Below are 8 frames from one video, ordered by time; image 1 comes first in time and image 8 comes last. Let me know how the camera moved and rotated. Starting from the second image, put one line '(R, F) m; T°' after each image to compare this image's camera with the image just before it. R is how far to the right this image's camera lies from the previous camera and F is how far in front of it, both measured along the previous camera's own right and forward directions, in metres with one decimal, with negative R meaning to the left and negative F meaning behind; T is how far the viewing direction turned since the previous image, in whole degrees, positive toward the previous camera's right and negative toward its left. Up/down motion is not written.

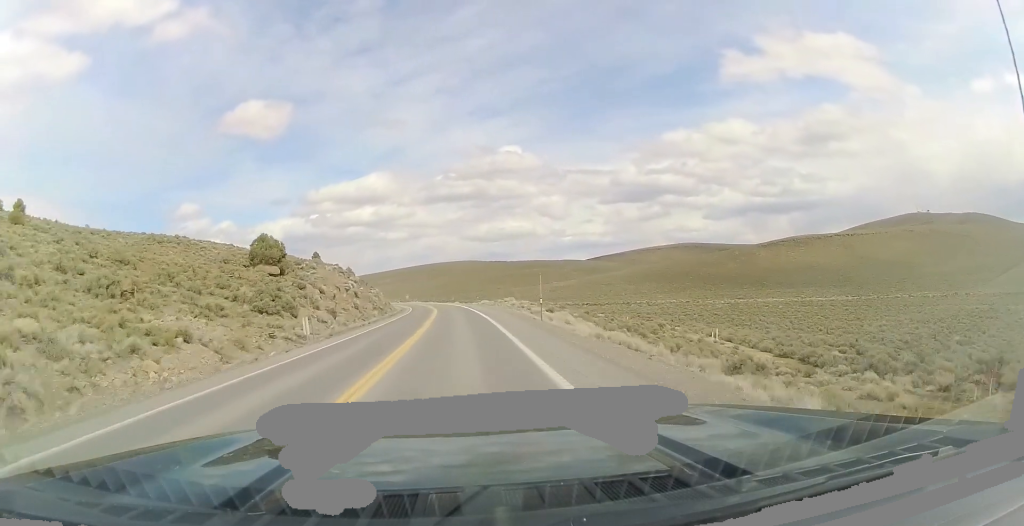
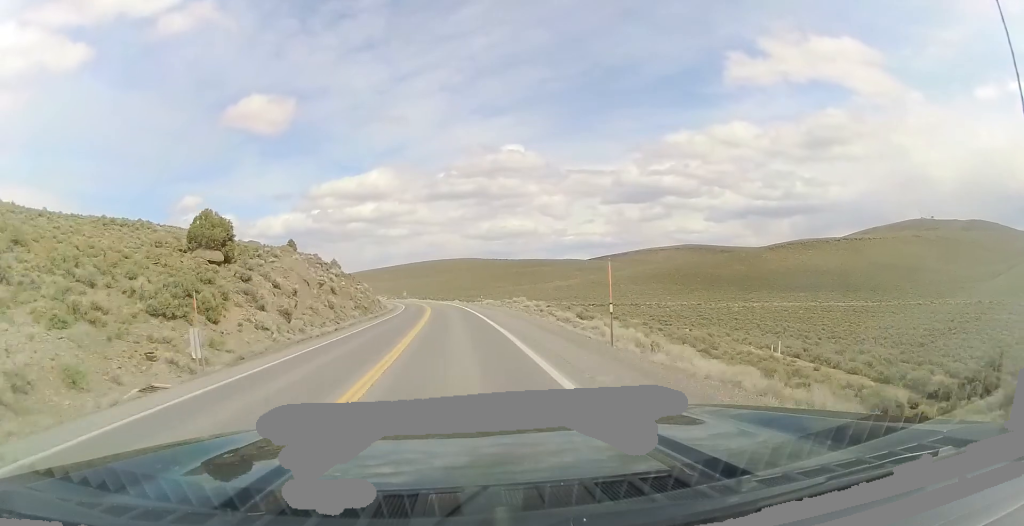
(0.0, +12.9) m; 0°
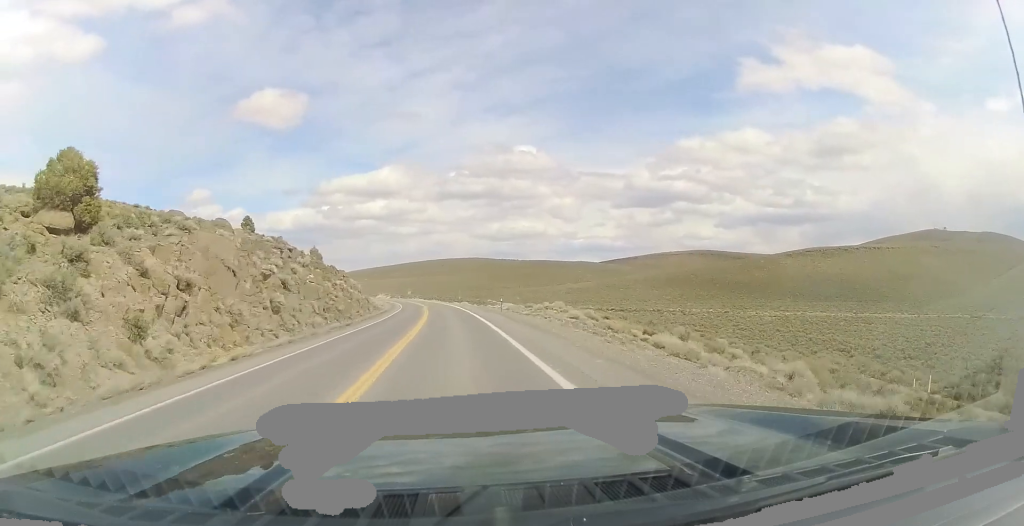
(-0.1, +18.2) m; -1°
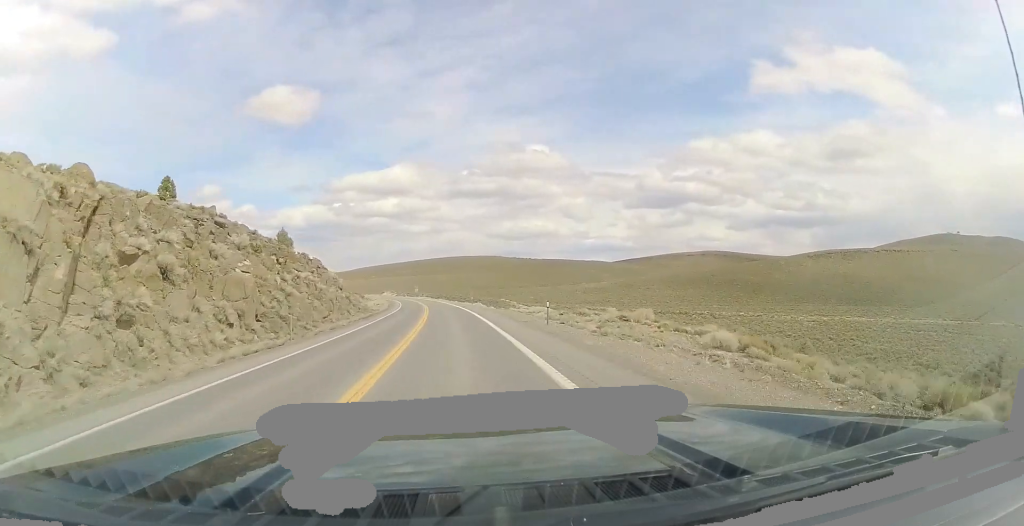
(0.0, +18.1) m; -1°
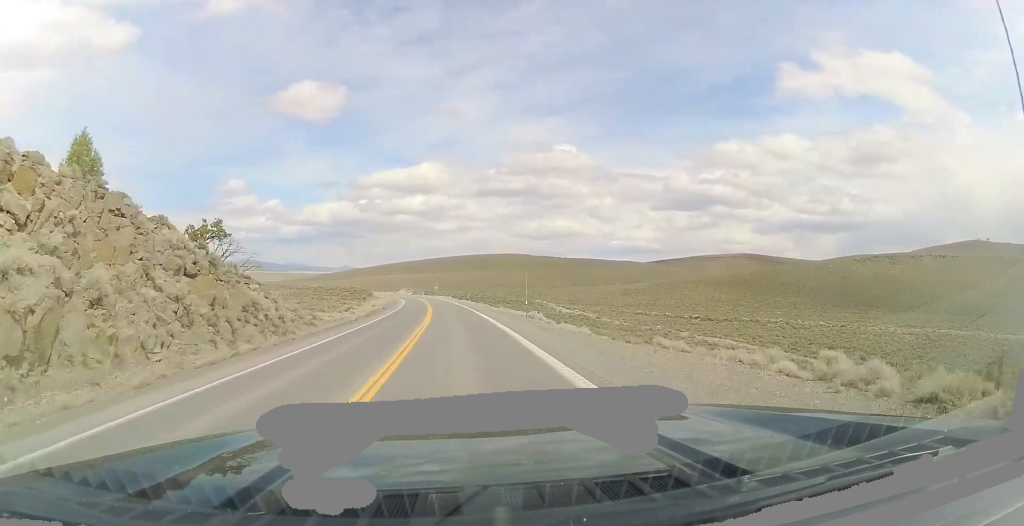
(-1.0, +36.6) m; -3°
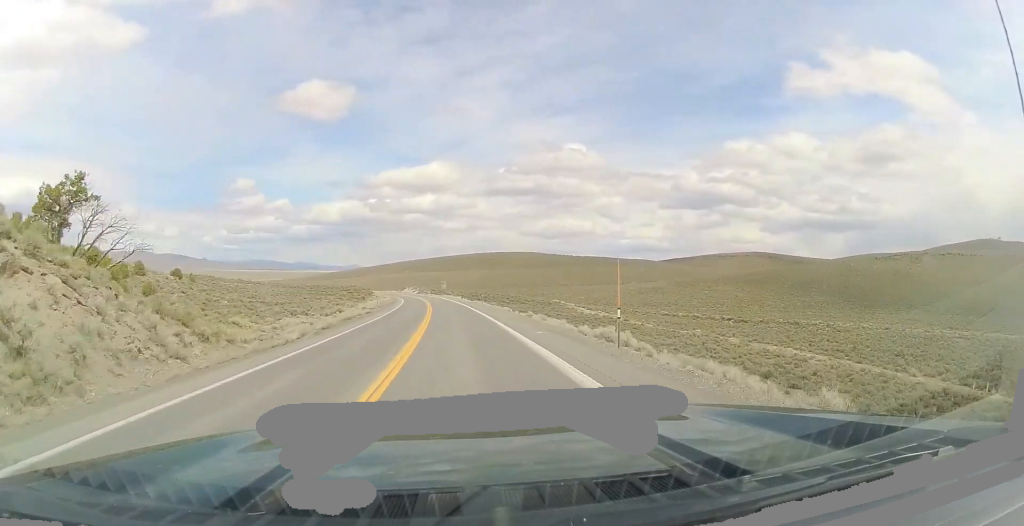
(-0.1, +16.9) m; -2°
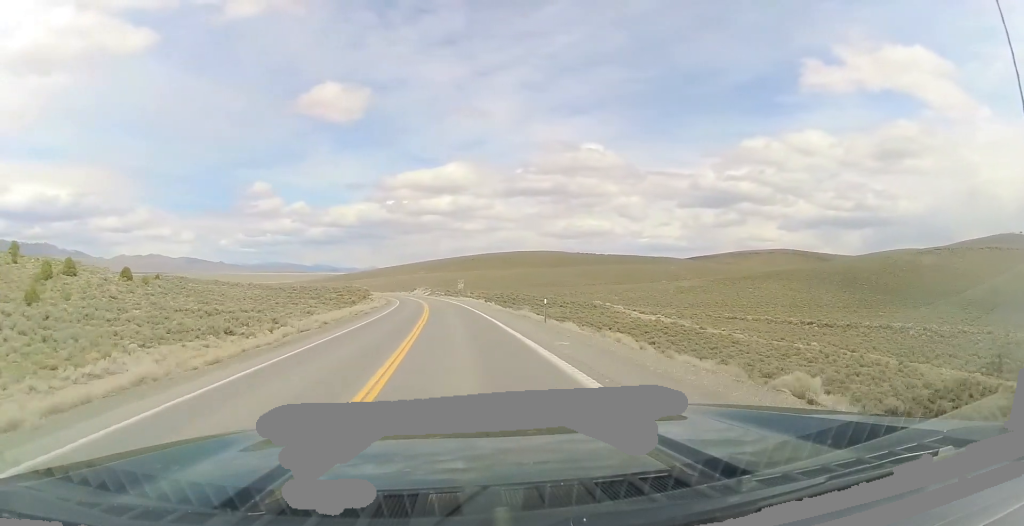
(-1.4, +33.9) m; -3°
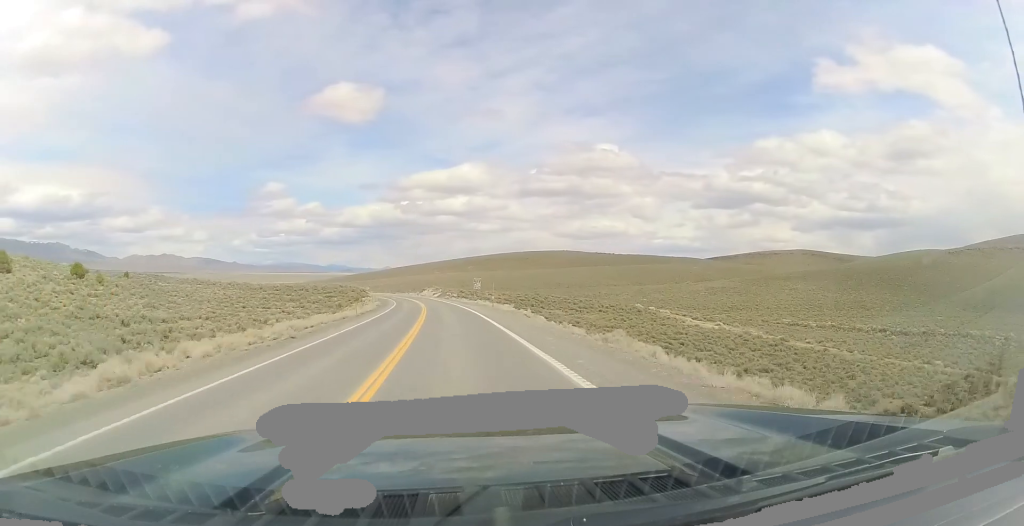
(-0.3, +23.3) m; -1°
